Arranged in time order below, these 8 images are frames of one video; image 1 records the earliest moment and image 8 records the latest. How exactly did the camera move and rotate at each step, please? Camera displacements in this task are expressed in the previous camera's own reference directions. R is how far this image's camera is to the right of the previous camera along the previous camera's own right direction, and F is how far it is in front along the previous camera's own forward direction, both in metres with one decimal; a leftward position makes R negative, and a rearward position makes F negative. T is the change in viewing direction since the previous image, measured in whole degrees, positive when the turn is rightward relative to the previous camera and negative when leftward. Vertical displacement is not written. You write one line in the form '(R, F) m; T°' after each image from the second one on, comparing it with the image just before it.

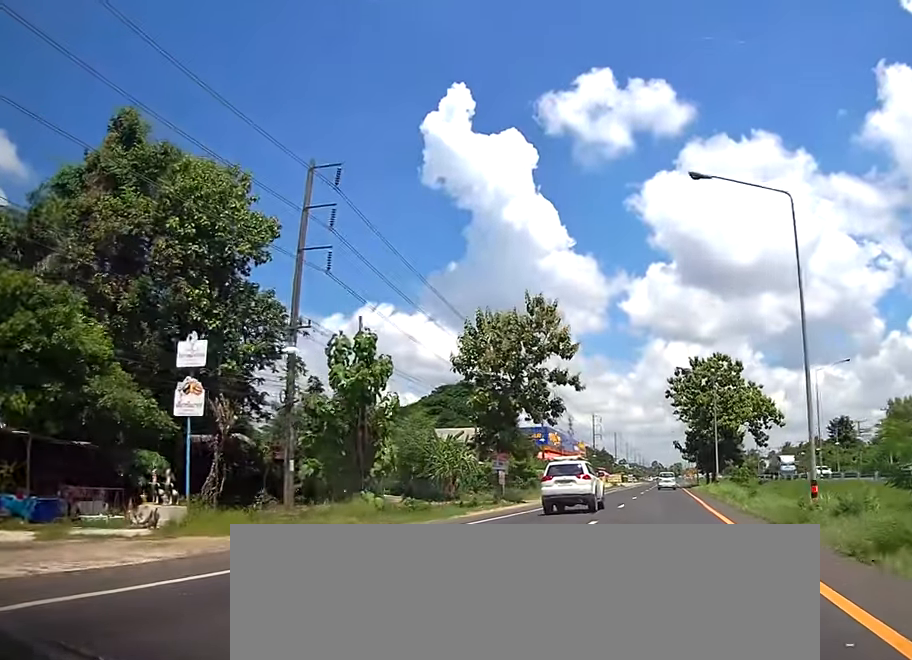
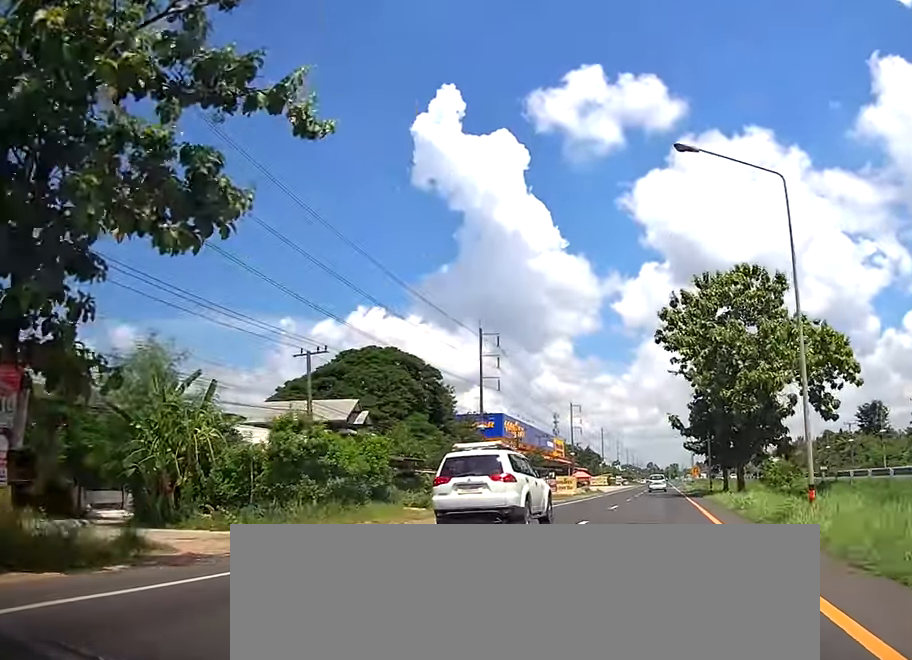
(0.0, +36.1) m; 0°
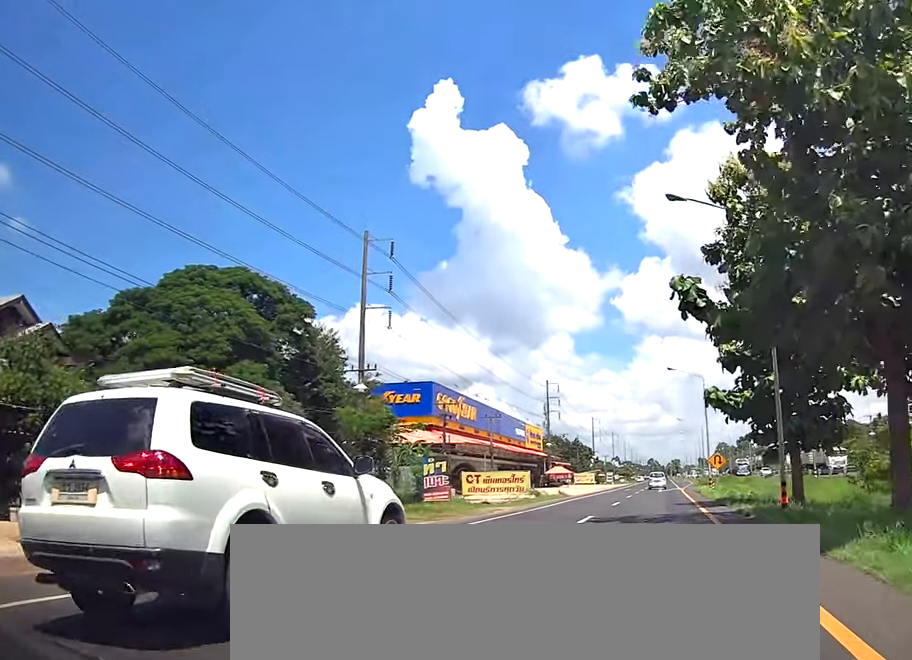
(+0.1, +33.5) m; 0°
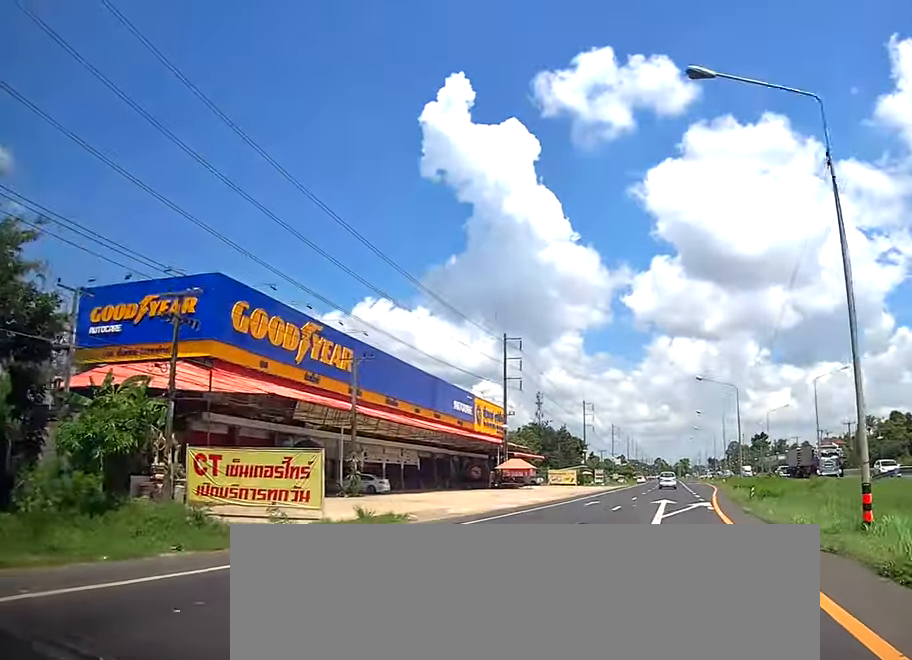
(-0.2, +41.0) m; 0°
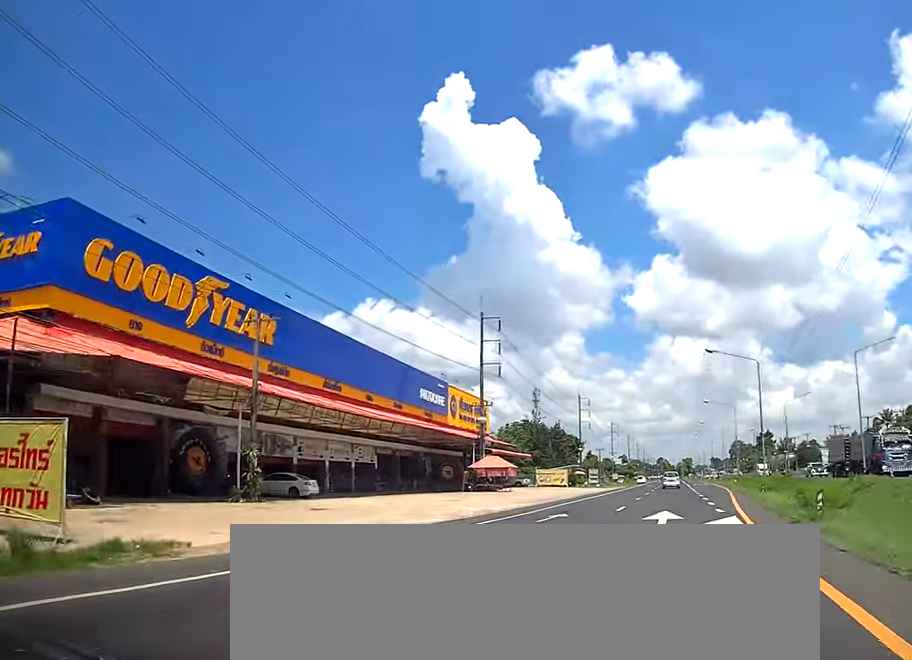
(0.0, +12.5) m; 0°
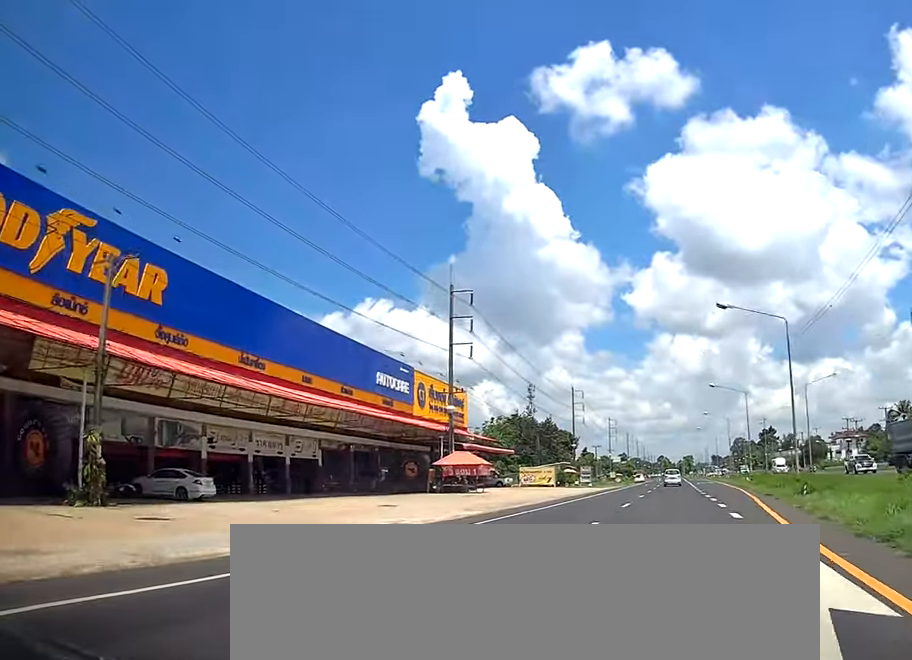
(0.0, +11.3) m; 0°
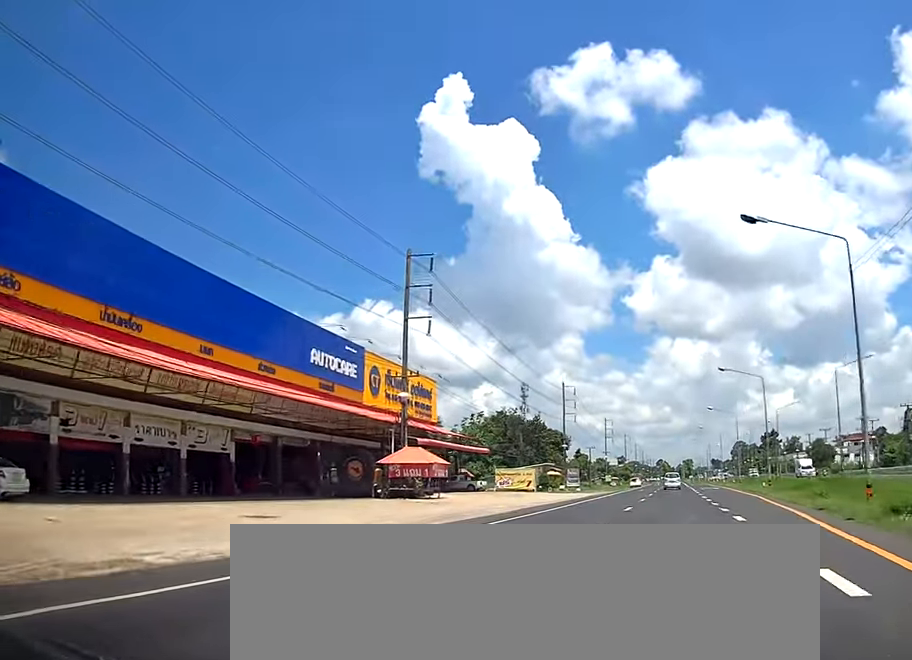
(0.0, +12.0) m; 0°
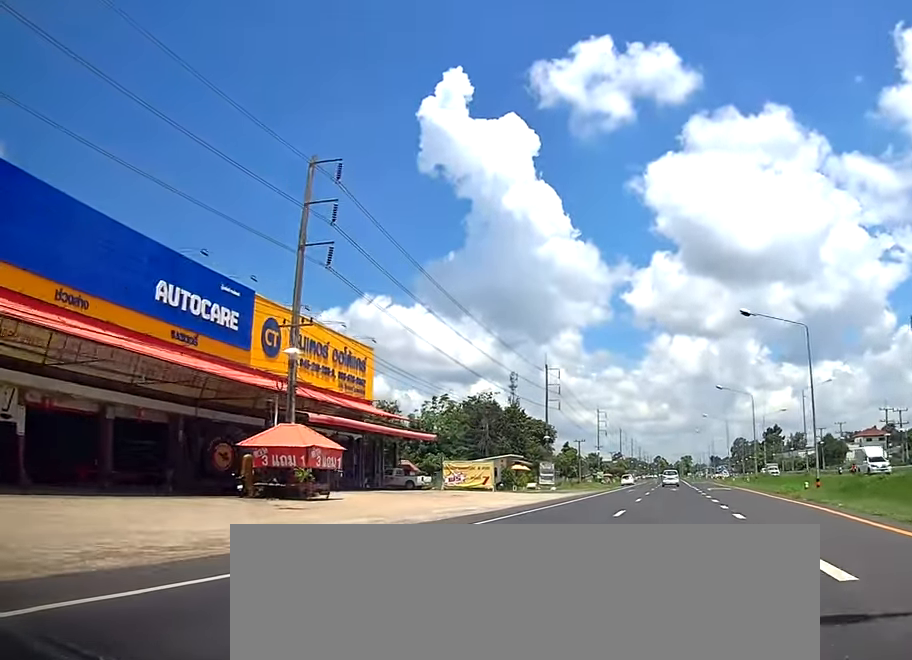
(0.0, +17.1) m; 0°
